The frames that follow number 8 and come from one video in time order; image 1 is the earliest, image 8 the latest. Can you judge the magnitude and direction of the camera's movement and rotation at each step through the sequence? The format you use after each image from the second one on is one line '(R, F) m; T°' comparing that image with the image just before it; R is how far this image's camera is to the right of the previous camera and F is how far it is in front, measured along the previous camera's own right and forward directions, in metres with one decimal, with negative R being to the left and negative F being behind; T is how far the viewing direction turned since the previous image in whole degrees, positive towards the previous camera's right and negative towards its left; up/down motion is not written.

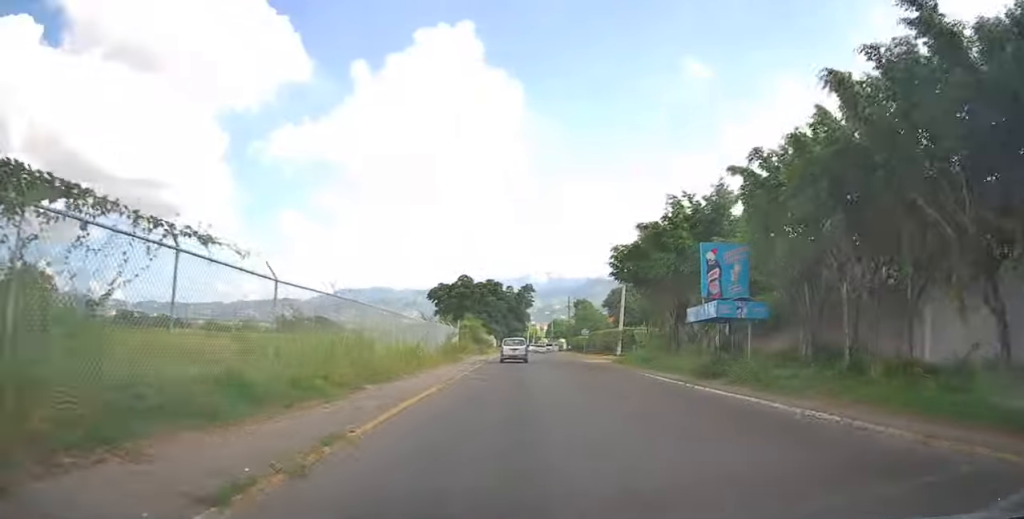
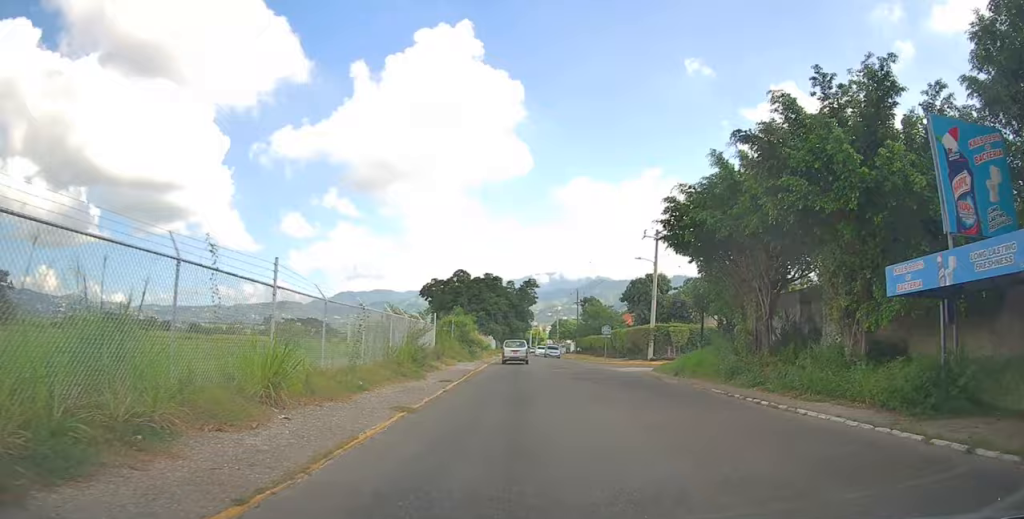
(0.0, +12.8) m; 0°
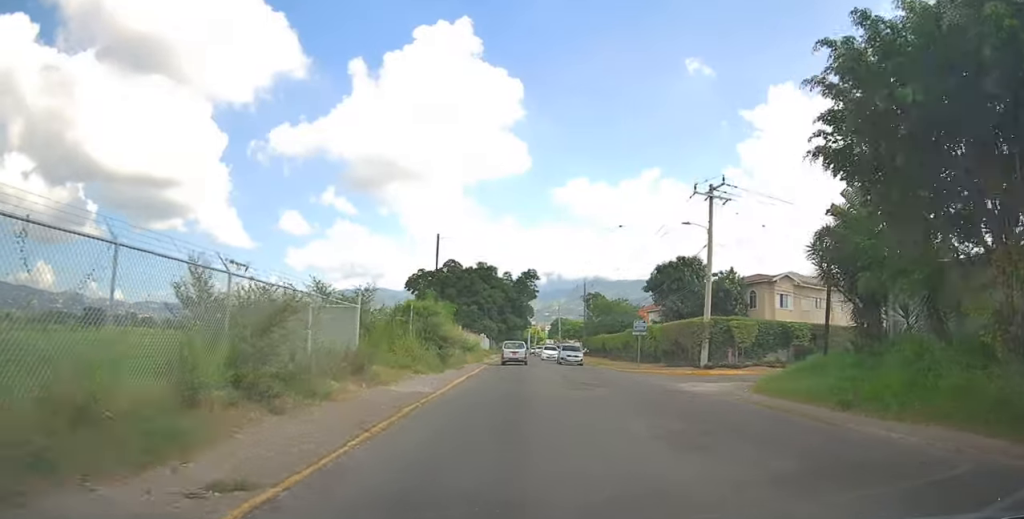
(0.0, +13.6) m; 0°
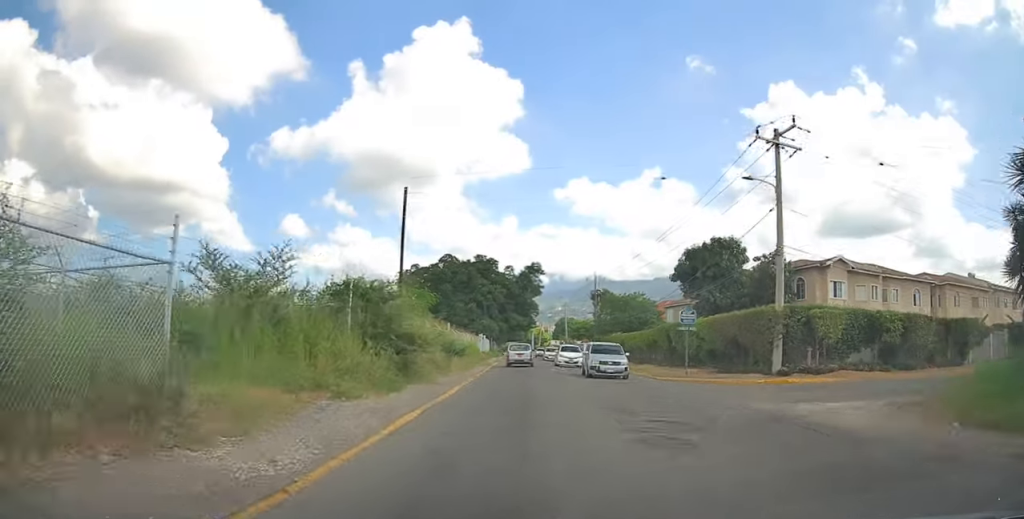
(0.0, +8.8) m; 0°
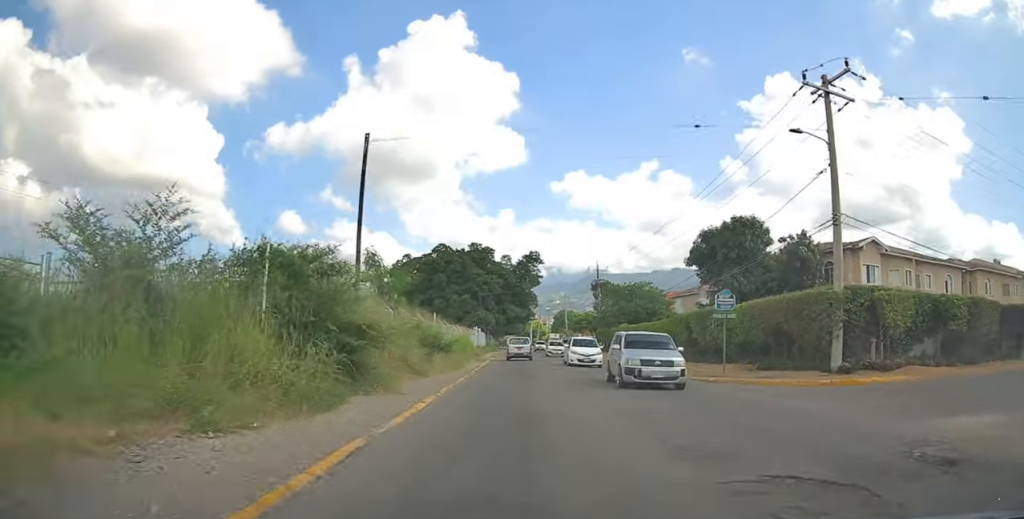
(-0.1, +4.8) m; +1°
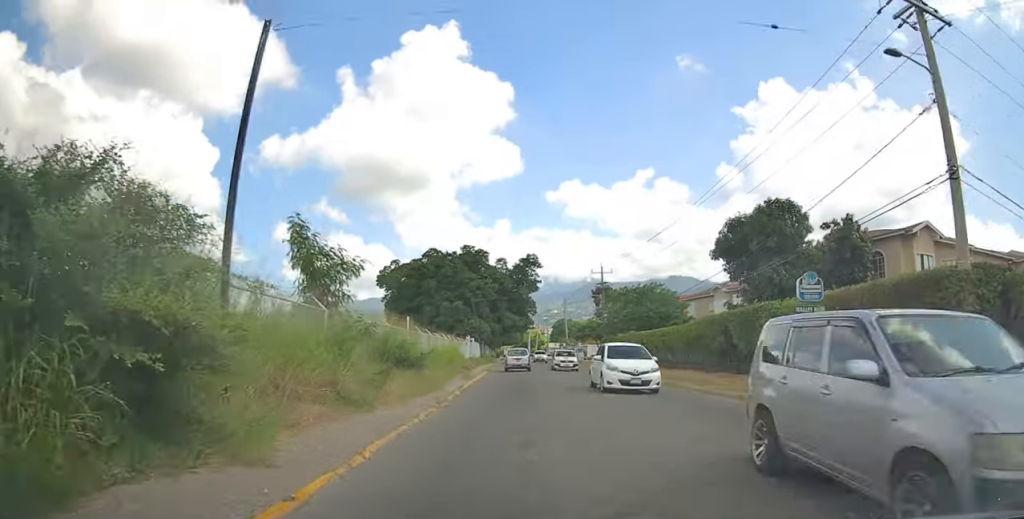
(+0.1, +6.3) m; +1°
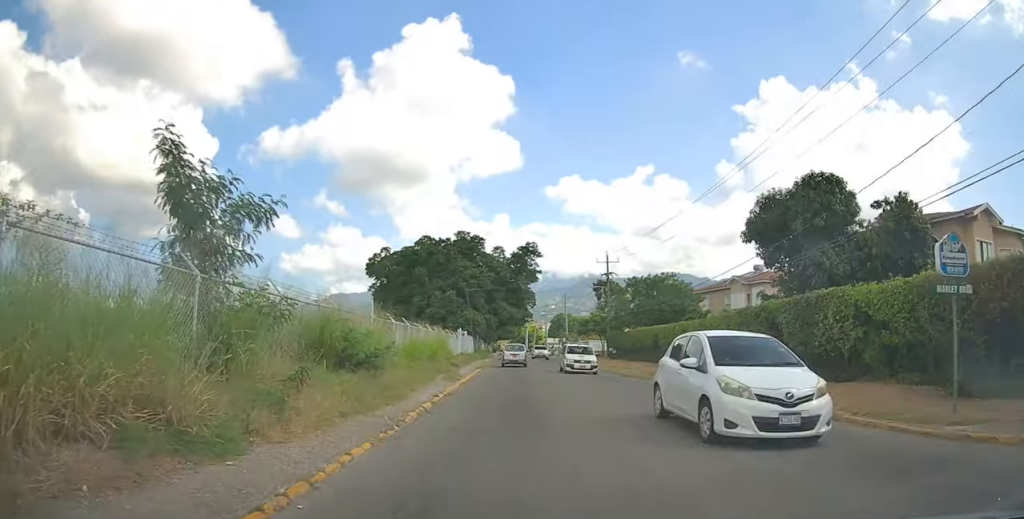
(+0.2, +5.2) m; 0°
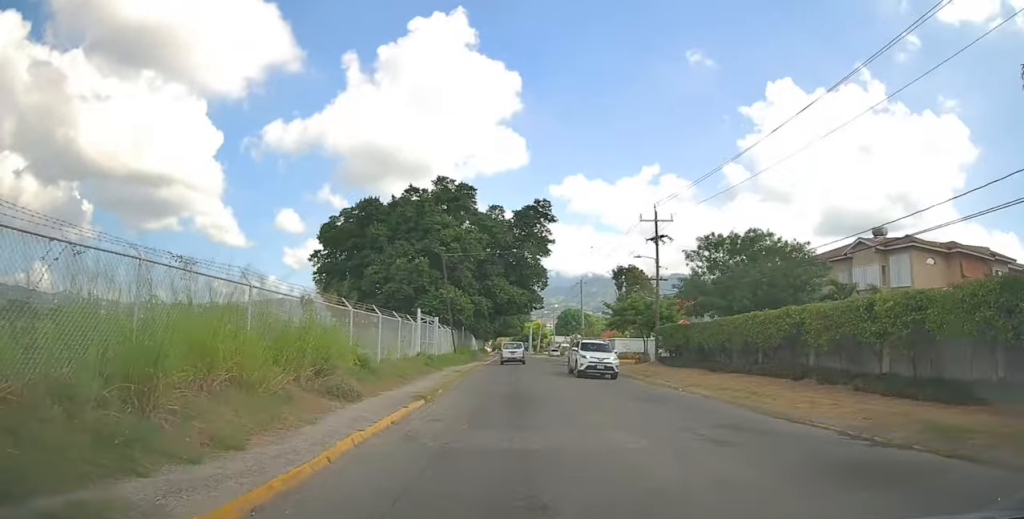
(-0.6, +20.0) m; -1°
